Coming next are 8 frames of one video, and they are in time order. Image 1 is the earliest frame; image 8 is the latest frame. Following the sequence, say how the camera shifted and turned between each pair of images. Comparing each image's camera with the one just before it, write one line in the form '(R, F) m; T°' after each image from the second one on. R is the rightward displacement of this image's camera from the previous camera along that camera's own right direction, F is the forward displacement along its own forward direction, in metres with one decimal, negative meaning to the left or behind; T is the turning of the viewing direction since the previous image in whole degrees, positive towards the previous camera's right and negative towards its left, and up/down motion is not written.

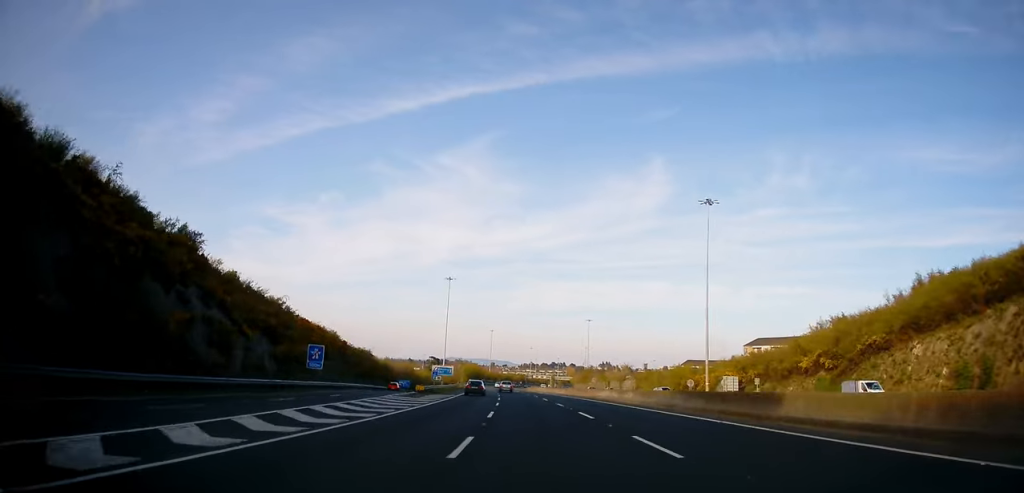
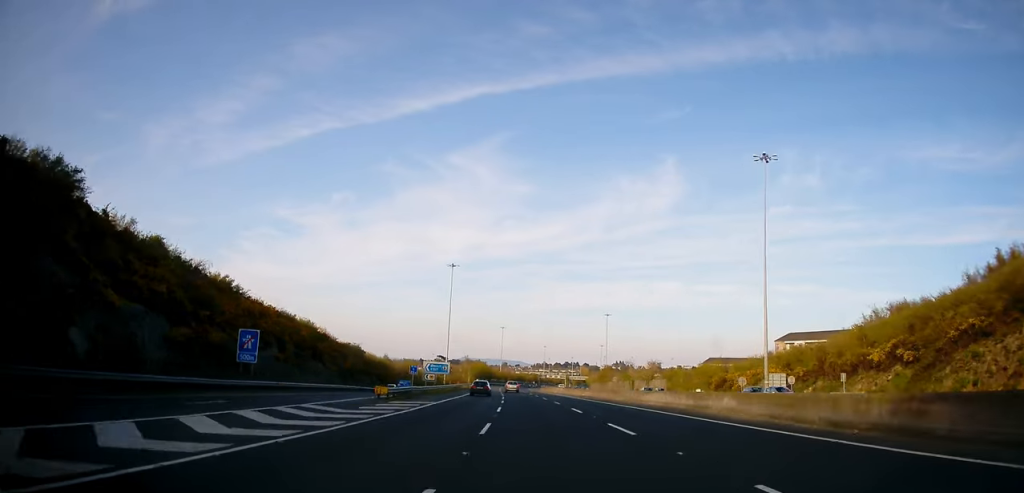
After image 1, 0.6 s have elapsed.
(-0.5, +18.4) m; -1°
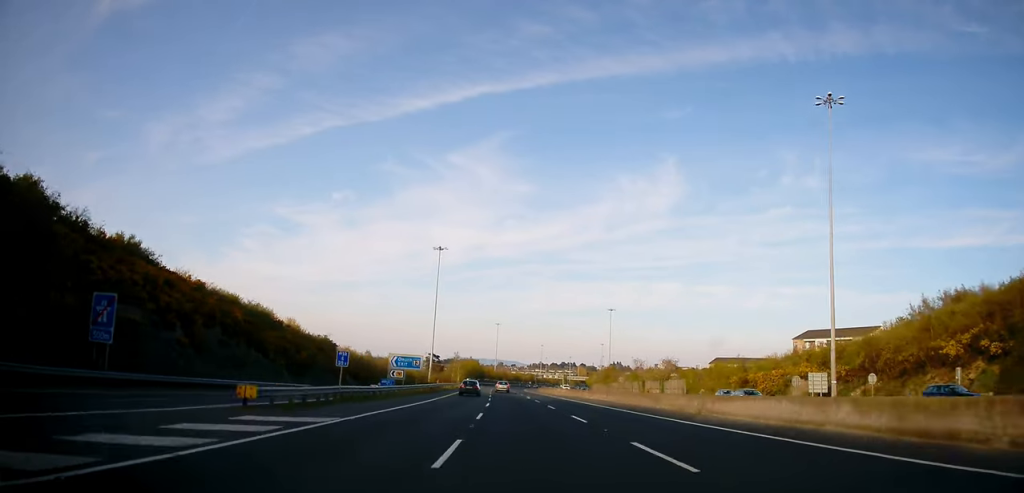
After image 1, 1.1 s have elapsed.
(+0.3, +18.2) m; -1°
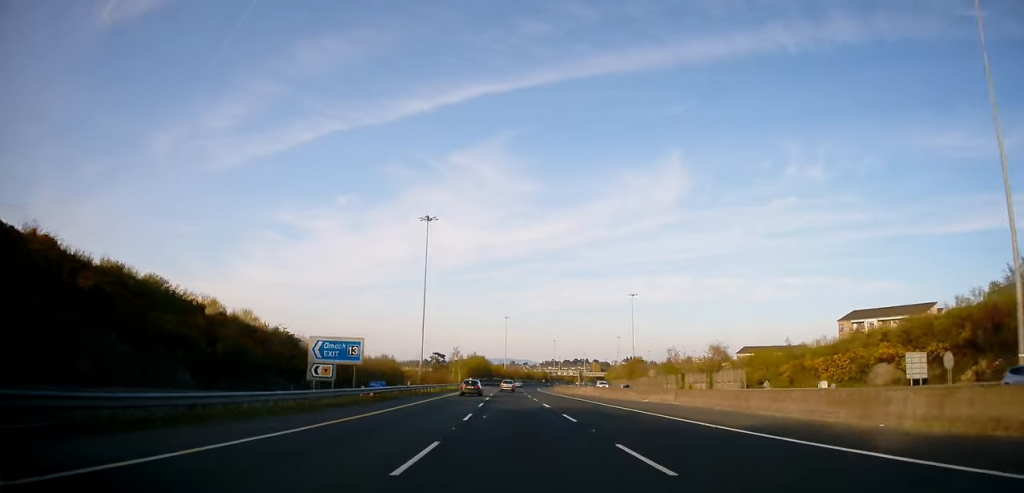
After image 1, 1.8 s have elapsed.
(-0.1, +23.4) m; -1°
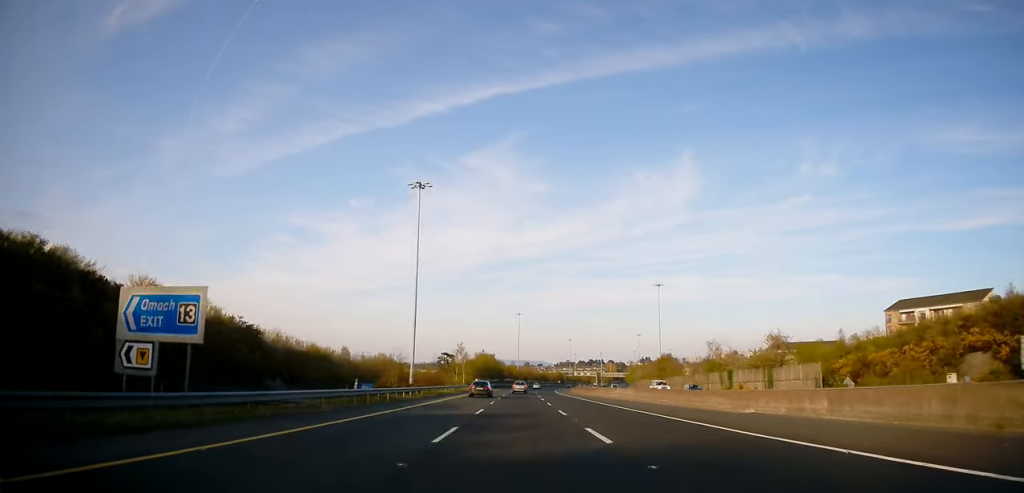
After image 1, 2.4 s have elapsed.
(-0.6, +18.2) m; -1°
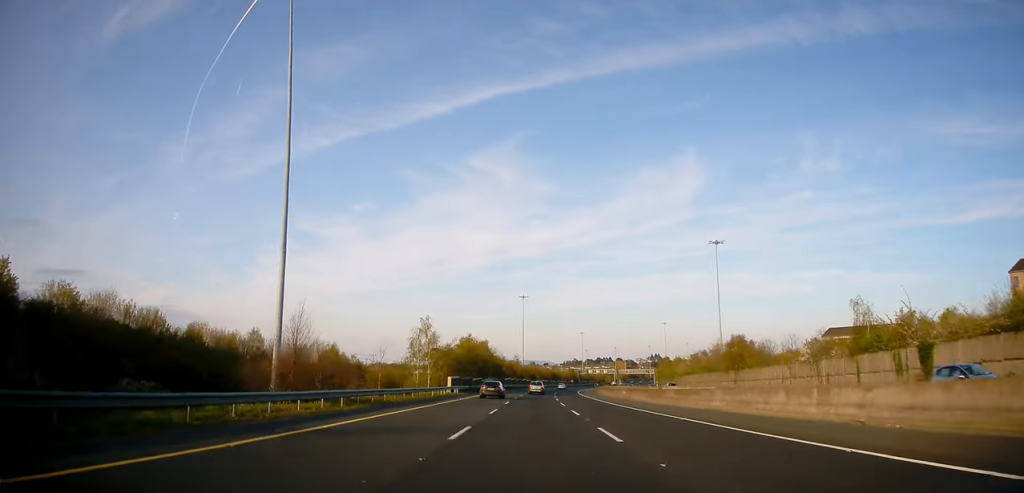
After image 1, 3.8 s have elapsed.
(+0.2, +46.5) m; 0°
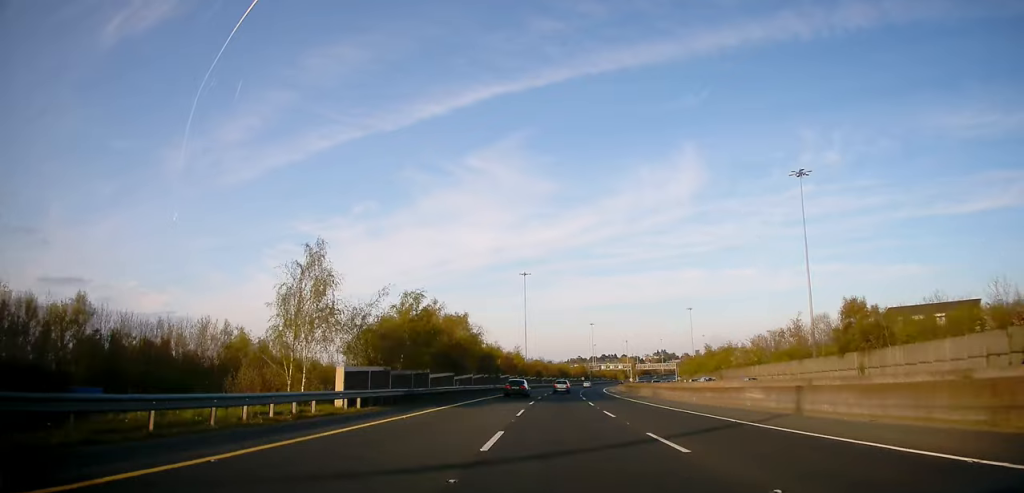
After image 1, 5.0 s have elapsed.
(-0.3, +37.3) m; 0°
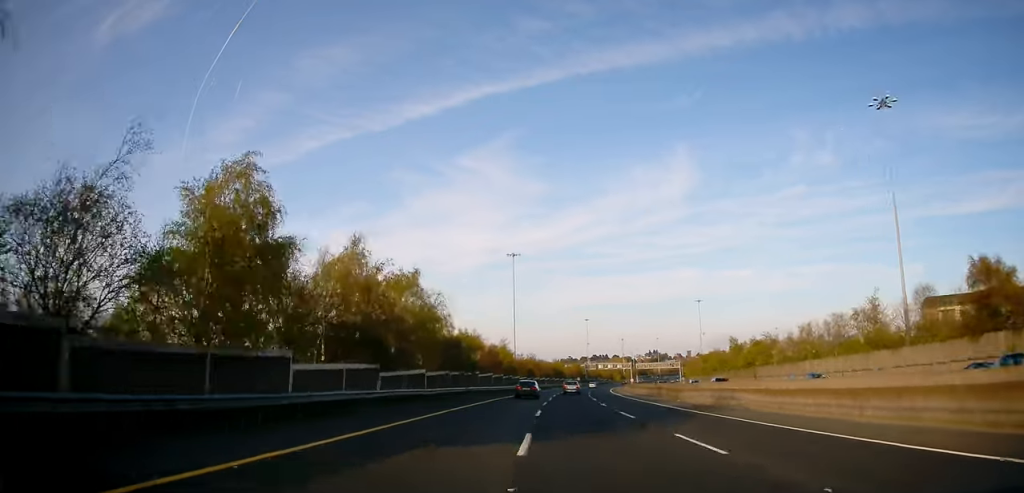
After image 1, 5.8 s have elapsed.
(0.0, +24.4) m; +1°
